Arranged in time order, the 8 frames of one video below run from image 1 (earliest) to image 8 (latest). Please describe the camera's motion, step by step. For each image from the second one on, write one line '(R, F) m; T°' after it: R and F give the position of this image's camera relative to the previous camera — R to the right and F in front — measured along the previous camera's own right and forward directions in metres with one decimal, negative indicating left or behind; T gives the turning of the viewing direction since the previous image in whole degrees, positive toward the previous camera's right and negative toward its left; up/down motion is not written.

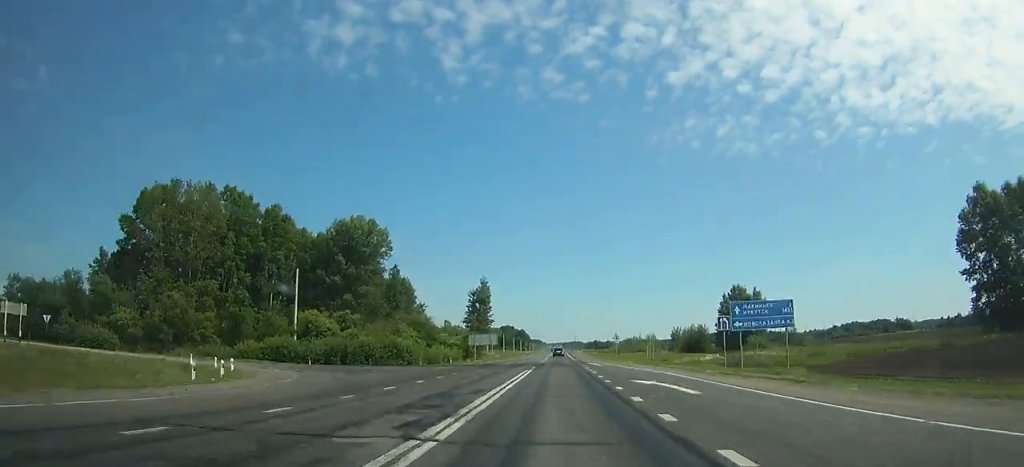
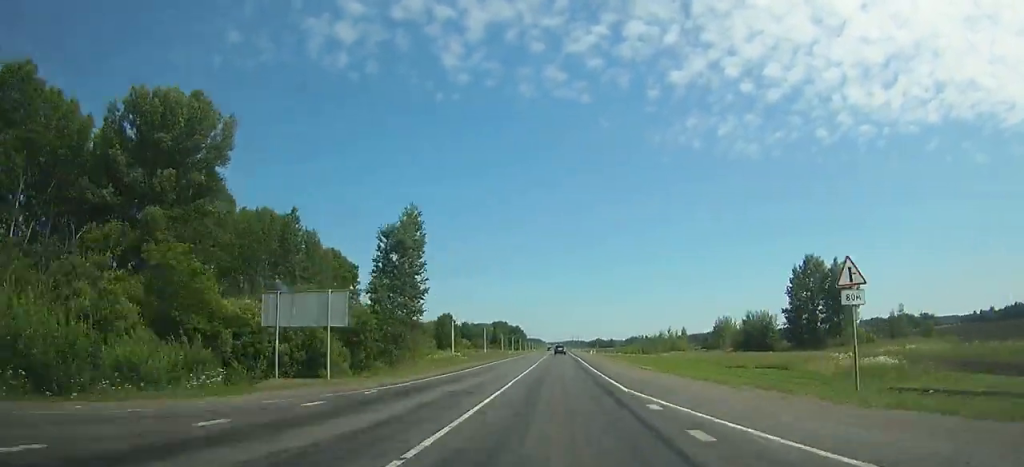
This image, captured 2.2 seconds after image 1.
(+0.1, +58.5) m; 0°
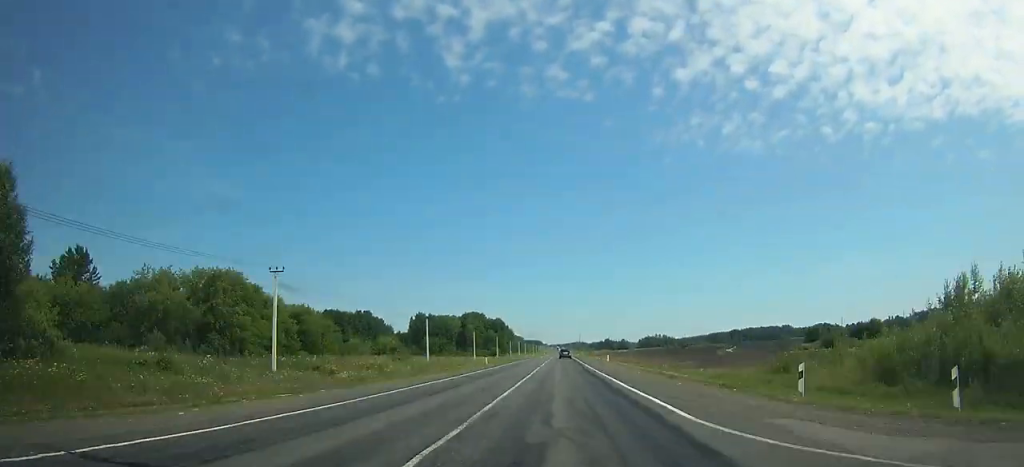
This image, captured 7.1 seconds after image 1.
(+0.2, +129.9) m; 0°
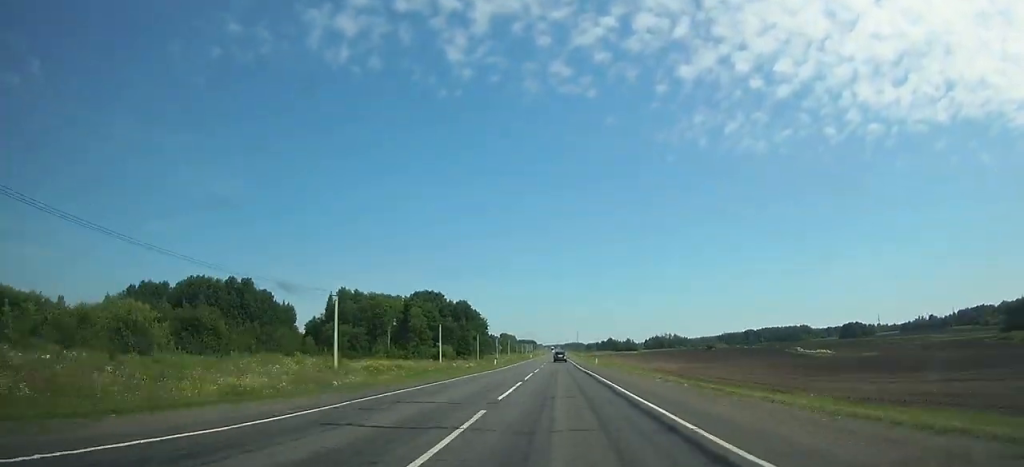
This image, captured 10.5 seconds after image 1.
(-0.1, +90.3) m; 0°
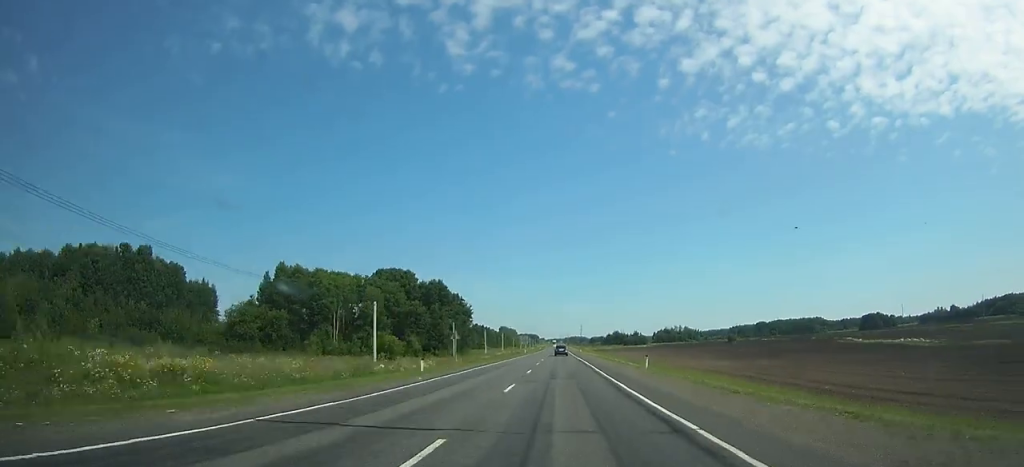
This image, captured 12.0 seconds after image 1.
(0.0, +40.1) m; 0°
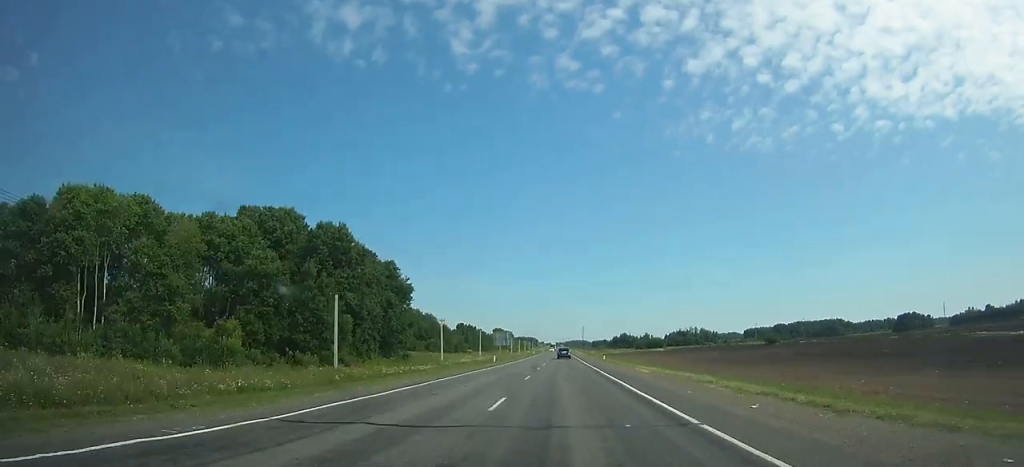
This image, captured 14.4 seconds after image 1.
(0.0, +64.2) m; 0°
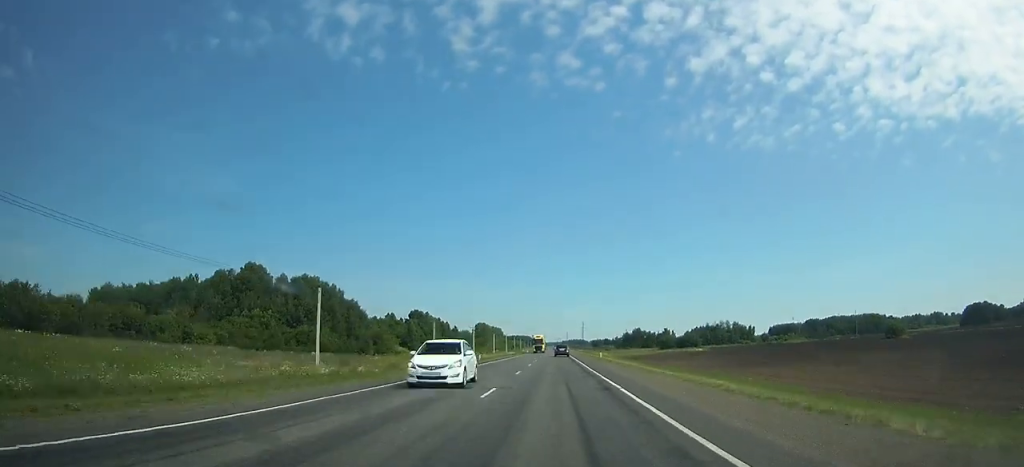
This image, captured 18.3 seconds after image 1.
(+0.2, +105.2) m; 0°
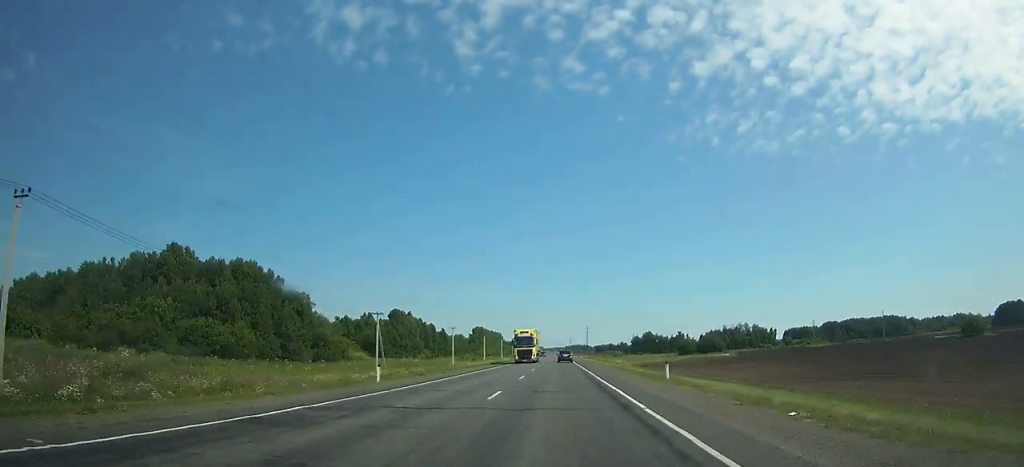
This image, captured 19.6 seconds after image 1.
(0.0, +35.2) m; 0°
